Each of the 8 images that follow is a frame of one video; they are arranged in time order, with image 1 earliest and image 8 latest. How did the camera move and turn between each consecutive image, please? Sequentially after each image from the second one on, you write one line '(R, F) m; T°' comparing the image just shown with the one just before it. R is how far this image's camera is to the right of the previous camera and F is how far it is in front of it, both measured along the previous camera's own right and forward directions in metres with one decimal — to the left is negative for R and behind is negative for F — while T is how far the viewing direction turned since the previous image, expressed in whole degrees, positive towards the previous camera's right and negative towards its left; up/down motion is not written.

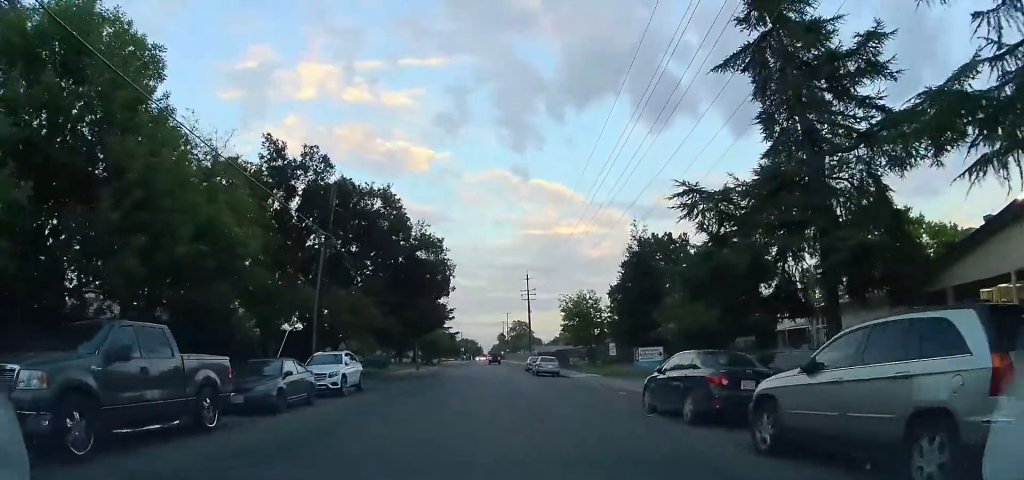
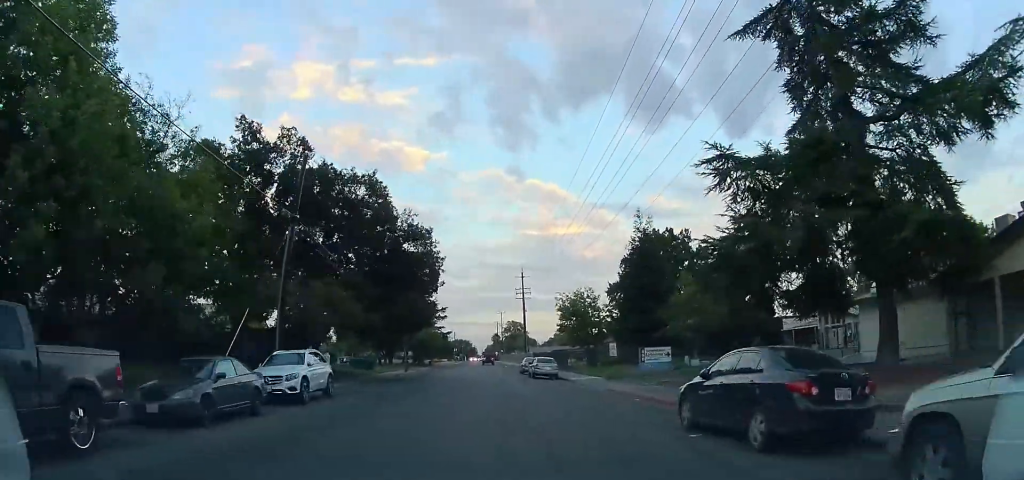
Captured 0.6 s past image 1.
(+0.2, +3.2) m; +1°
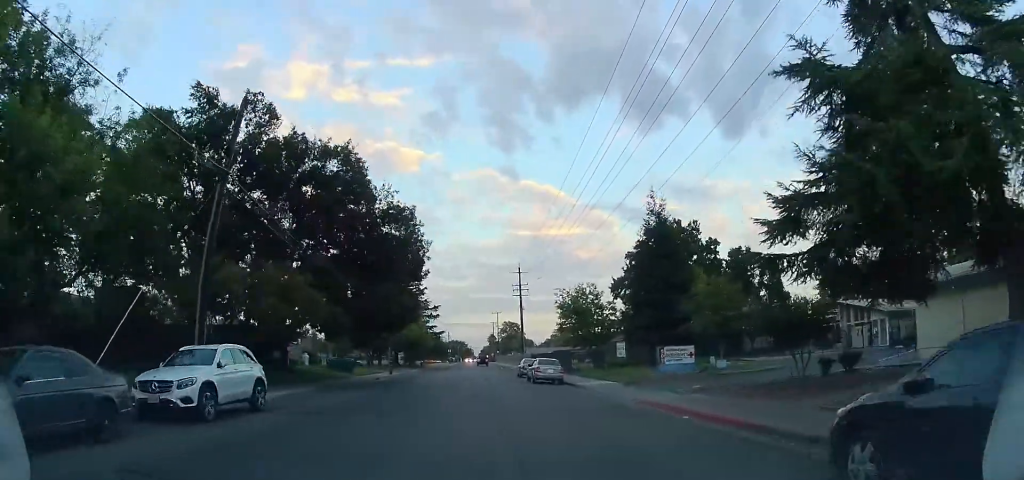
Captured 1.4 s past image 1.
(+0.2, +4.9) m; -1°
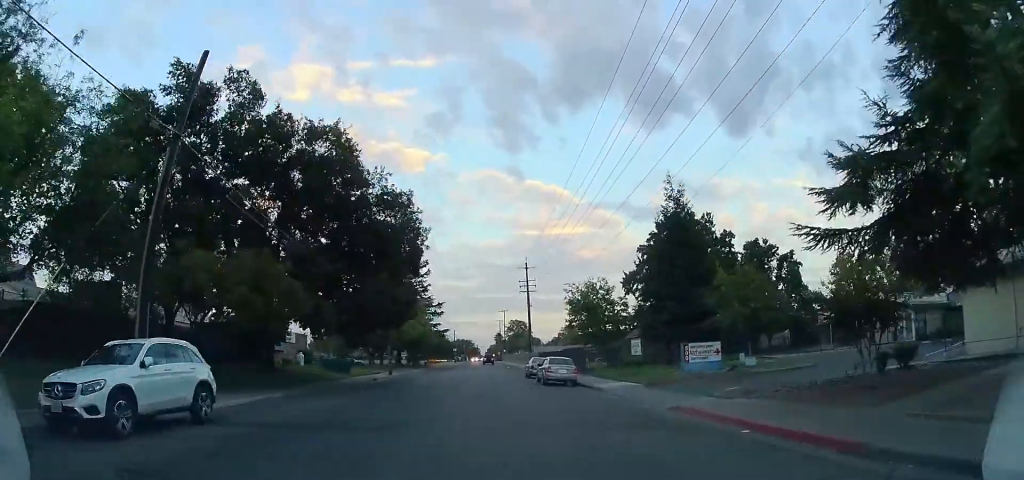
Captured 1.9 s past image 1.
(-0.2, +2.8) m; -3°
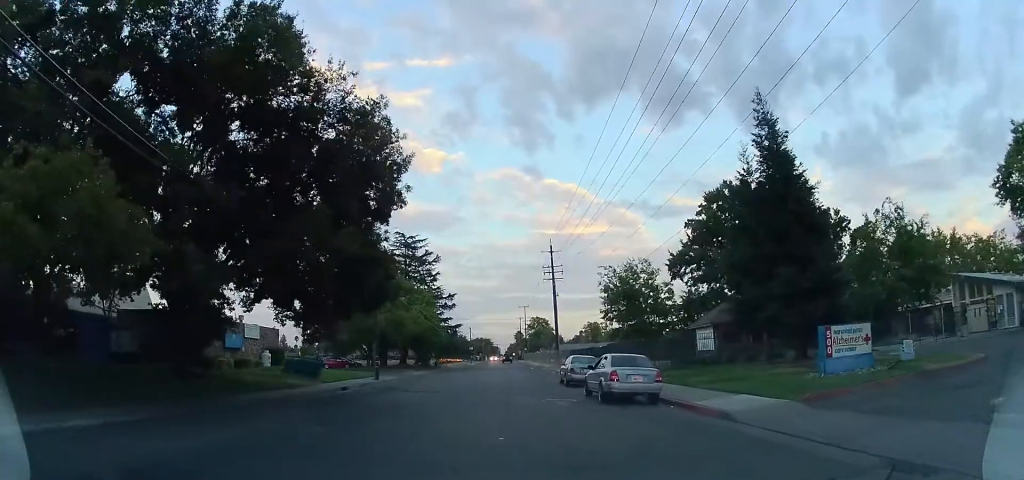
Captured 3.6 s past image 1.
(+0.1, +11.0) m; +3°
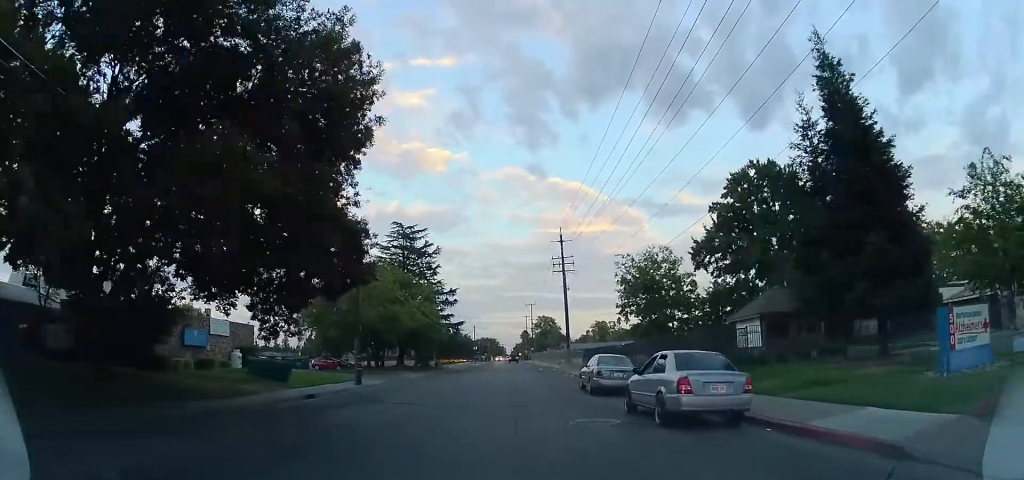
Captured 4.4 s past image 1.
(+0.2, +5.4) m; -1°
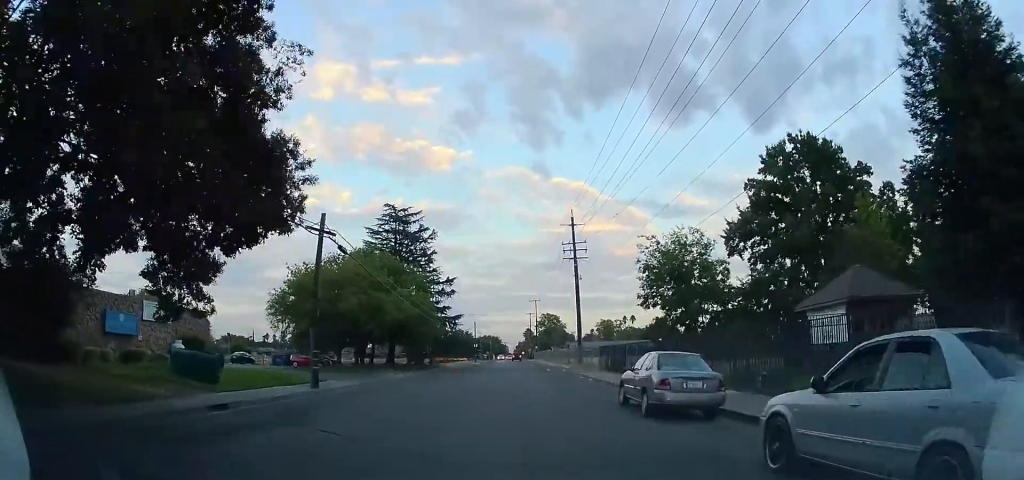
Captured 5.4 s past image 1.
(-0.5, +7.1) m; -4°
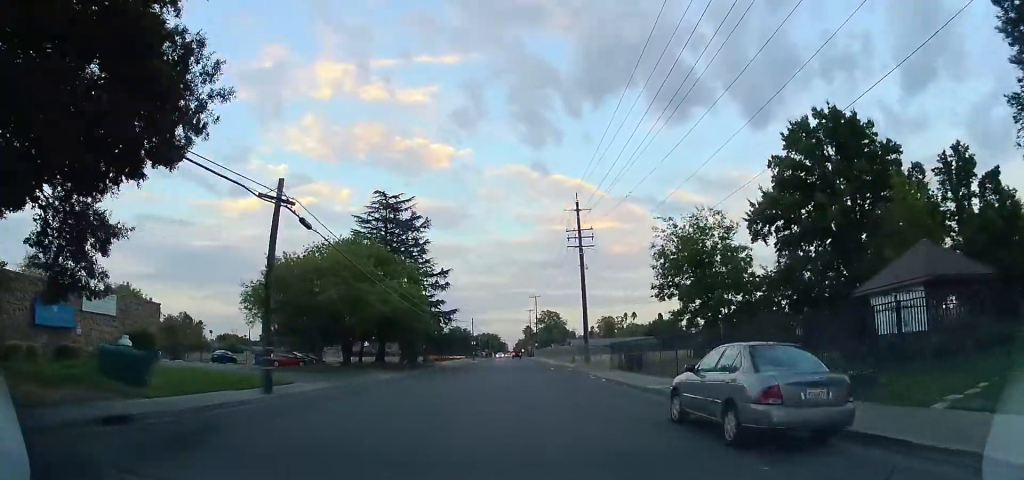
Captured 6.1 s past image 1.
(0.0, +4.6) m; 0°
